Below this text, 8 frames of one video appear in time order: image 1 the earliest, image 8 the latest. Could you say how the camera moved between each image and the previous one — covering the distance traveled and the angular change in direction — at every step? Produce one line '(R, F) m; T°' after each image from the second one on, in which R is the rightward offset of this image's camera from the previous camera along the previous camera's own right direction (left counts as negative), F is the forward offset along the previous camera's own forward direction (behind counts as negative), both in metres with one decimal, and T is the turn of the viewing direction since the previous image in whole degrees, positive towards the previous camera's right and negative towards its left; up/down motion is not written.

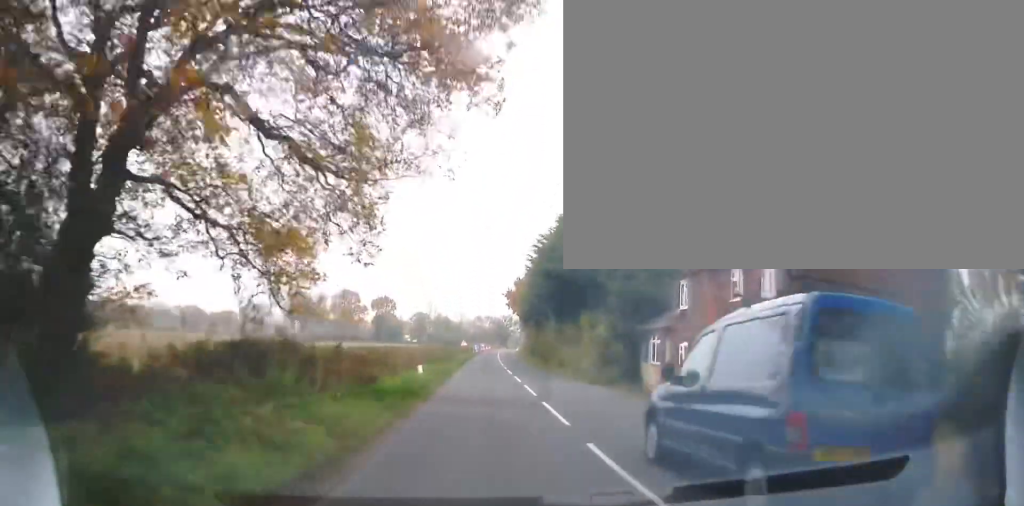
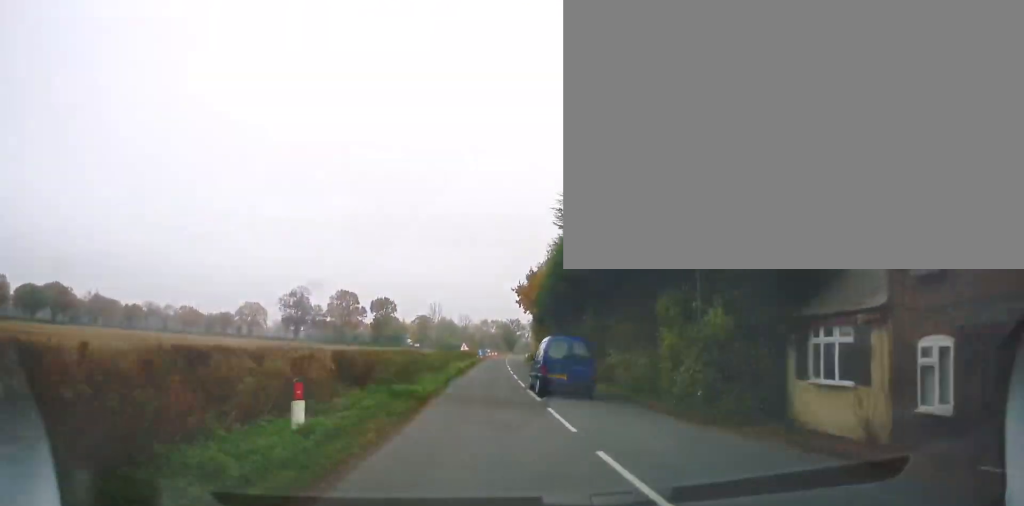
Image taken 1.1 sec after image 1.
(0.0, +12.5) m; 0°
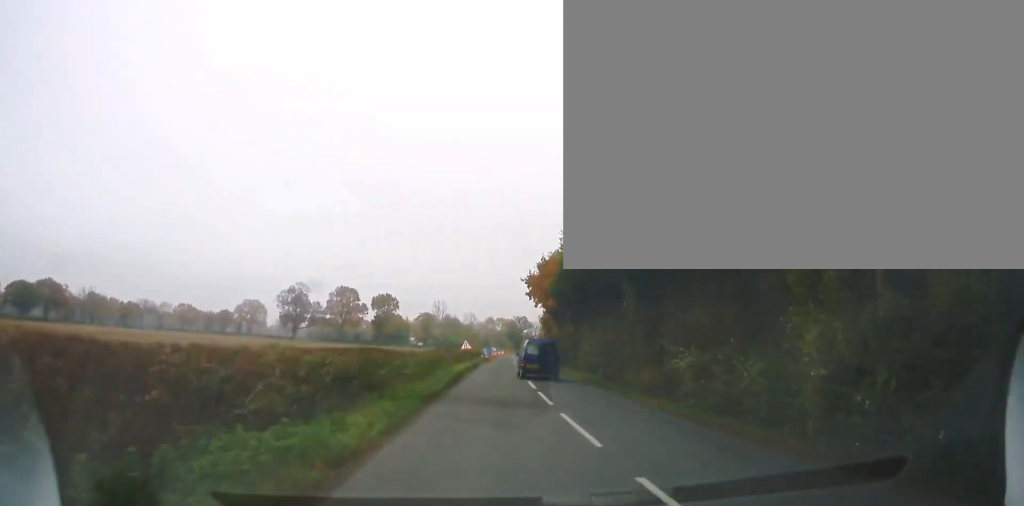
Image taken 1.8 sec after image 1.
(+0.1, +7.8) m; -1°
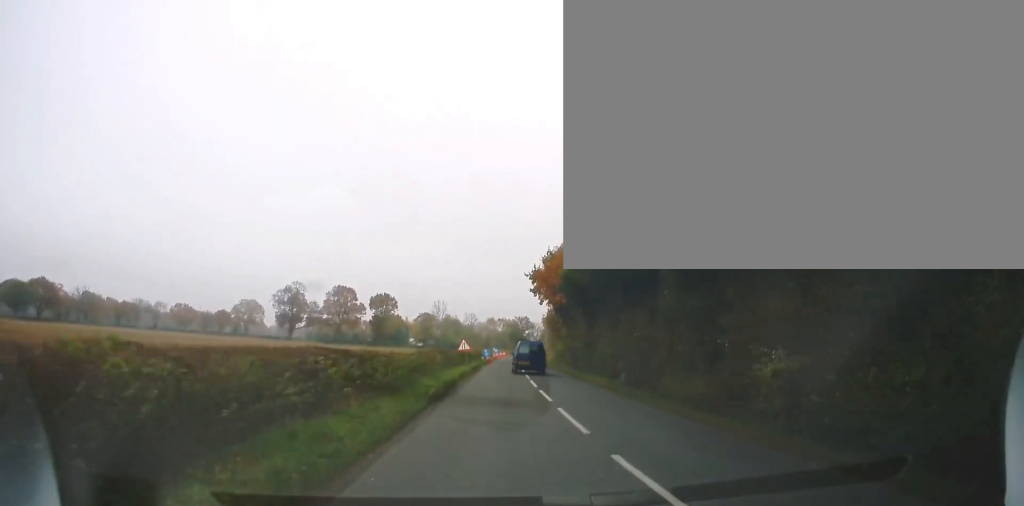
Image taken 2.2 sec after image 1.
(-0.1, +4.8) m; 0°
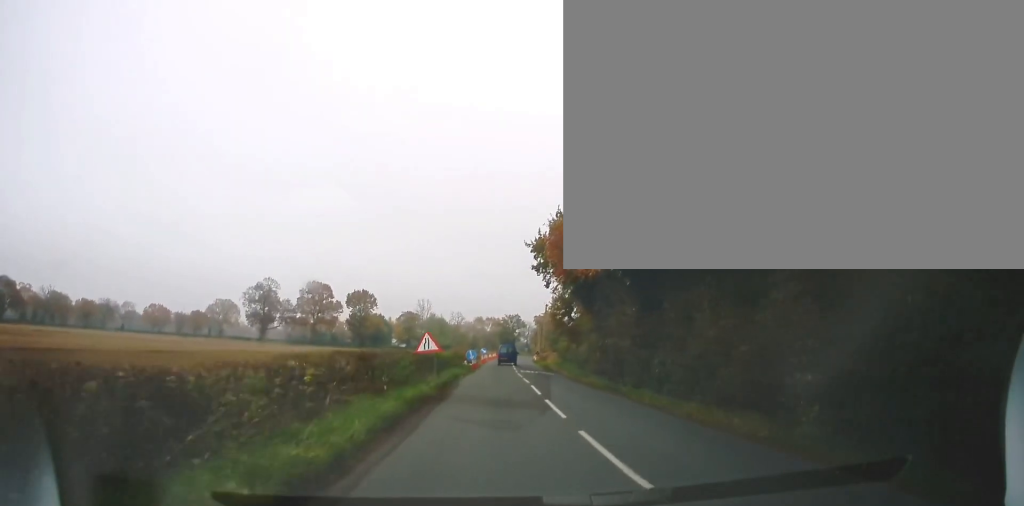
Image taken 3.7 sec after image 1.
(+0.1, +15.9) m; +3°
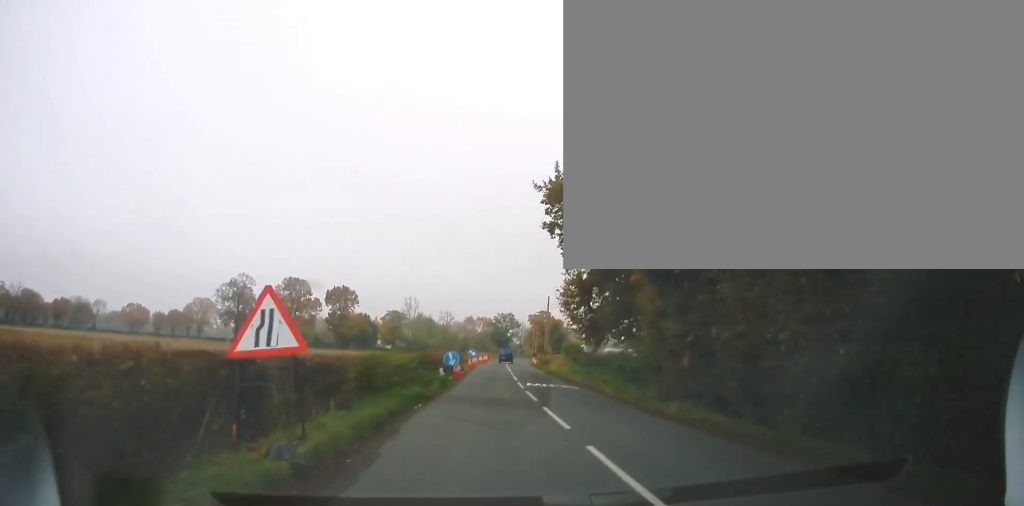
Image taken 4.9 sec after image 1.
(+0.3, +14.0) m; 0°
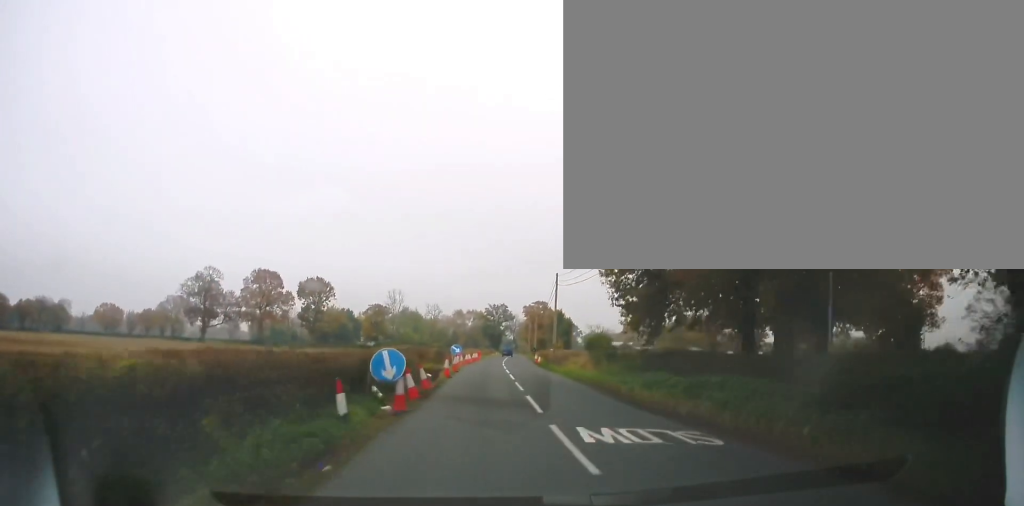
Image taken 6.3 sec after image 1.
(-0.4, +16.7) m; -1°
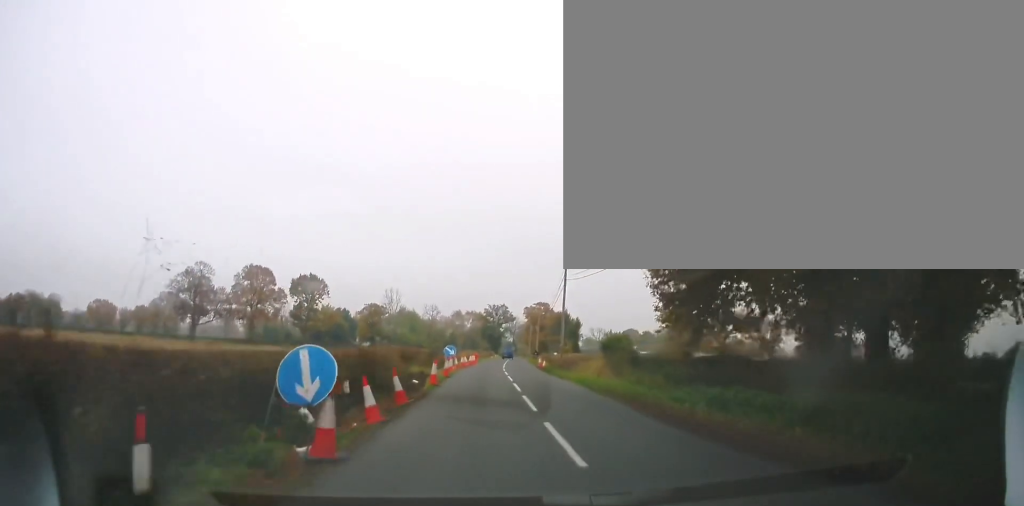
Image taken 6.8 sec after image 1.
(0.0, +5.1) m; 0°
